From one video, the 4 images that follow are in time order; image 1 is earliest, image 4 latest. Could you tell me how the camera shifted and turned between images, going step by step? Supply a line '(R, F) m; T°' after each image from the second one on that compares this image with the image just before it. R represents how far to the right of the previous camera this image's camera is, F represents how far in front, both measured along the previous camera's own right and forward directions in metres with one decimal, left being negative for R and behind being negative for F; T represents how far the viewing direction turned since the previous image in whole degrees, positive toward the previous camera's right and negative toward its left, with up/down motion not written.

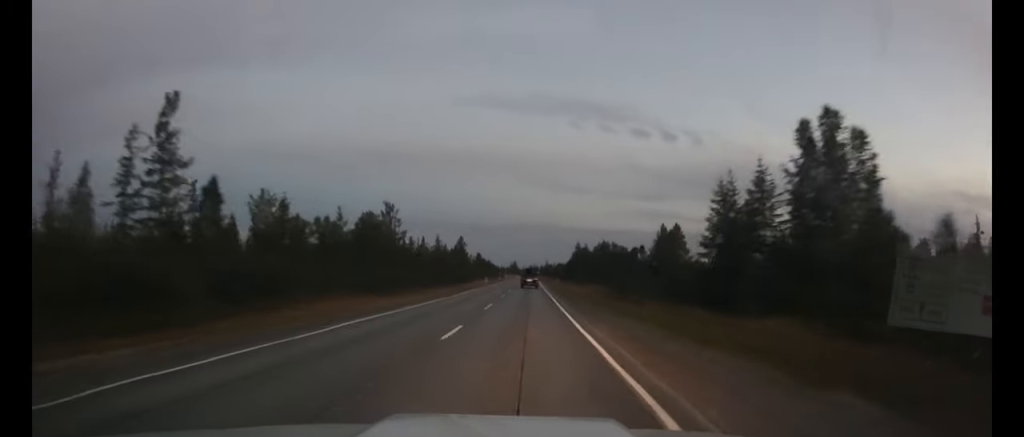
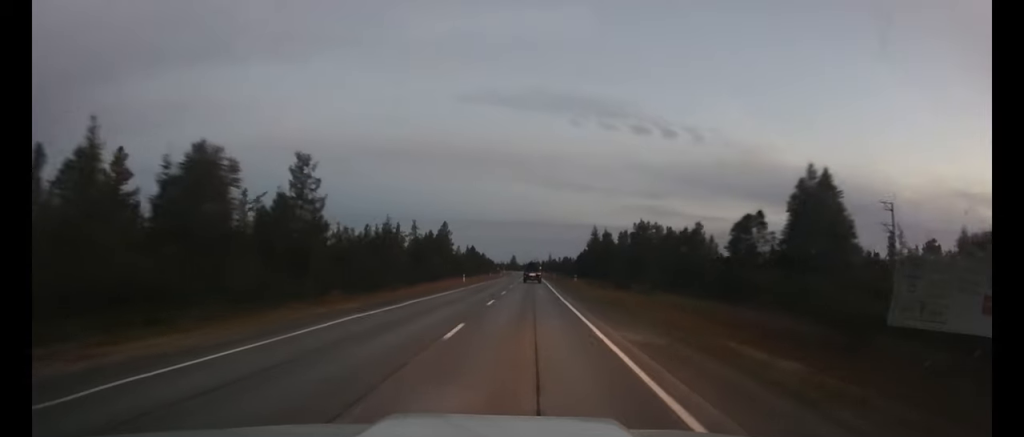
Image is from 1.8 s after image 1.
(0.0, +38.0) m; 0°
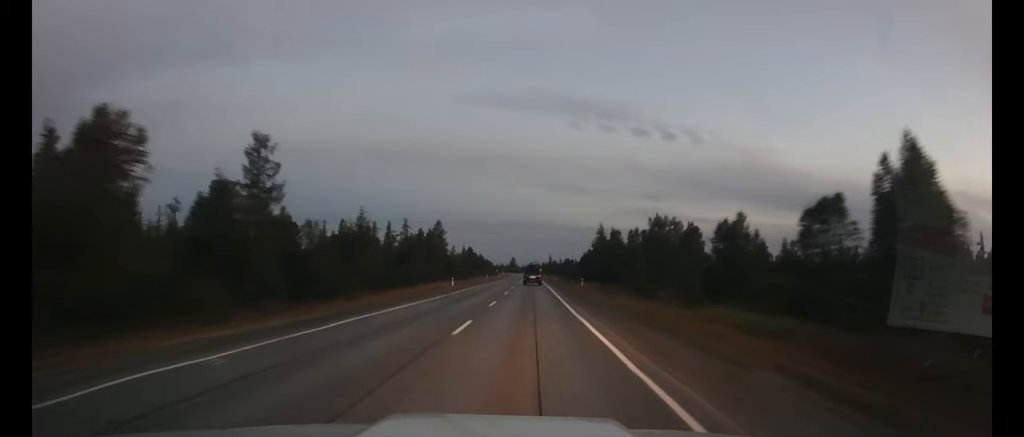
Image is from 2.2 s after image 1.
(0.0, +10.0) m; 0°
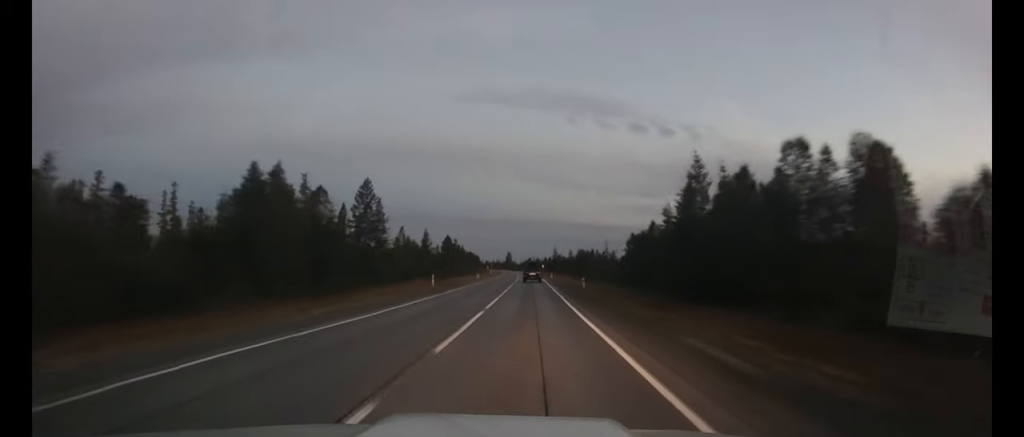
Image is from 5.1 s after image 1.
(+0.1, +60.9) m; 0°
